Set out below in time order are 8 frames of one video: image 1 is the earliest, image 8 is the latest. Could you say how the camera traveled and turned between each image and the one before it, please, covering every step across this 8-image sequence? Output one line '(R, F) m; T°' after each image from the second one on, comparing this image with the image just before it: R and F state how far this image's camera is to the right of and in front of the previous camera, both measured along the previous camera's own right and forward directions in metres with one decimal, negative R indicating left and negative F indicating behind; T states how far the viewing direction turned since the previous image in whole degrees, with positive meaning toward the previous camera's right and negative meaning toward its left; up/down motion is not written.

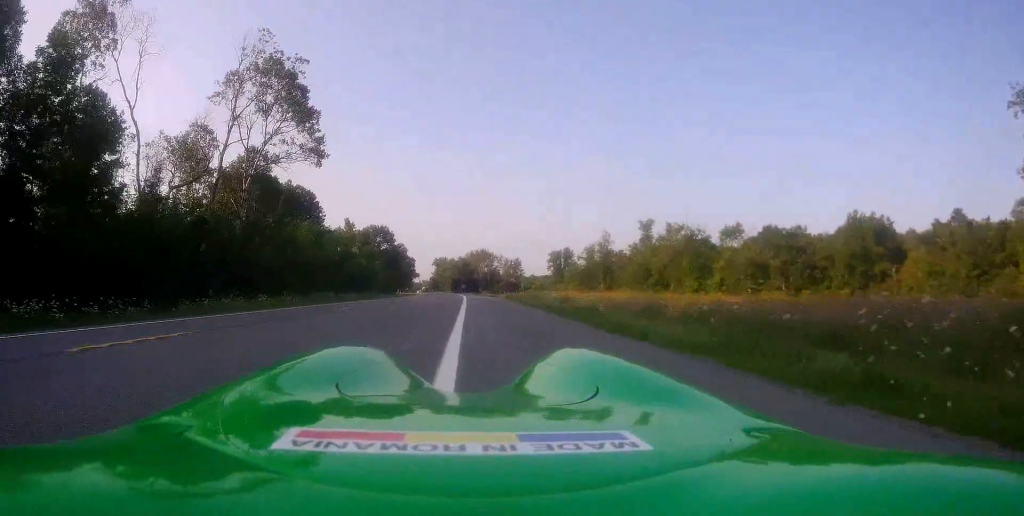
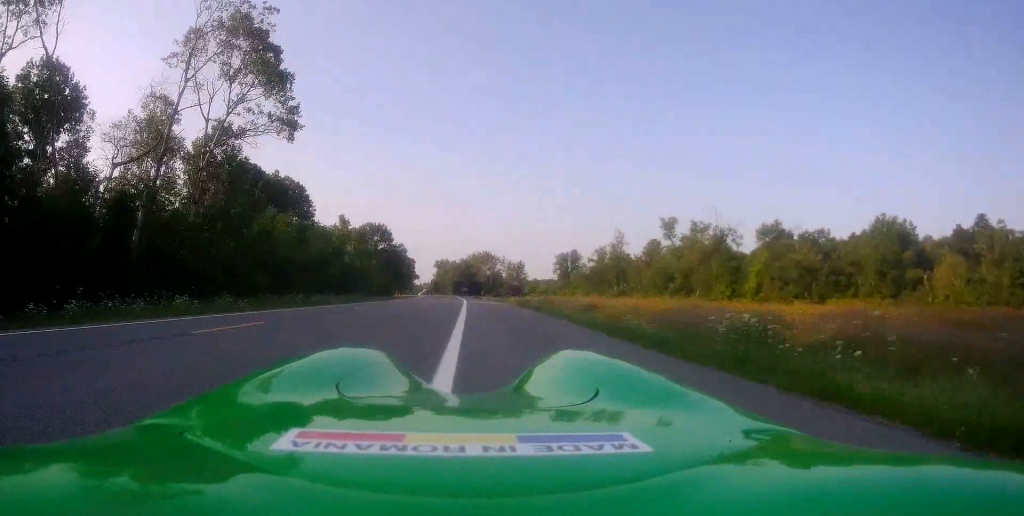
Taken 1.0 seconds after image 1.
(0.0, +9.1) m; 0°
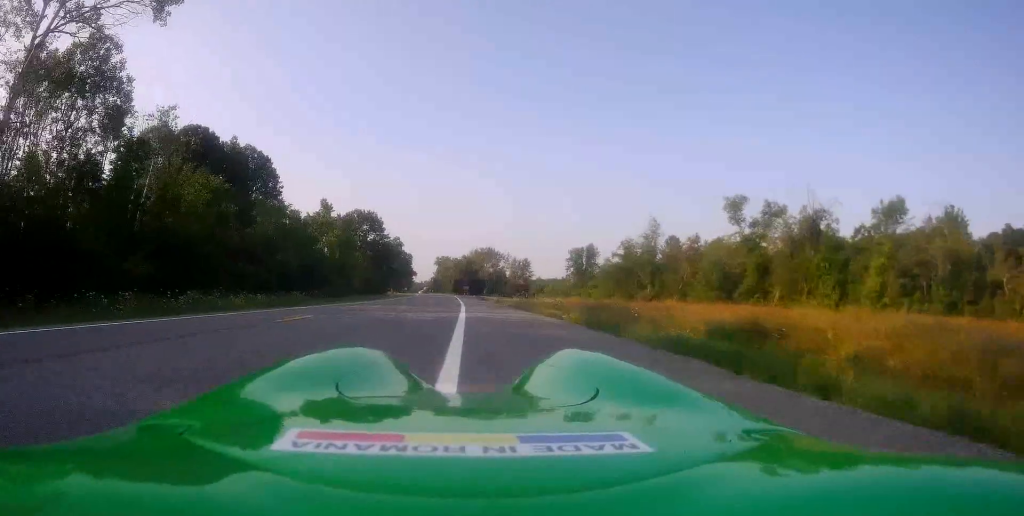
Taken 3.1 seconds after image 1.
(+0.1, +20.4) m; -2°
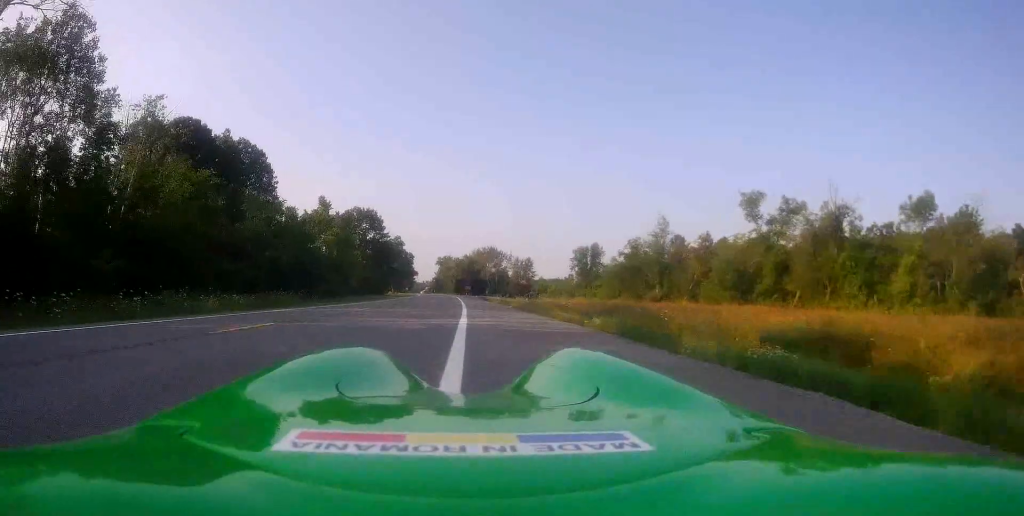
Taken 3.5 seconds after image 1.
(-0.1, +3.4) m; -1°
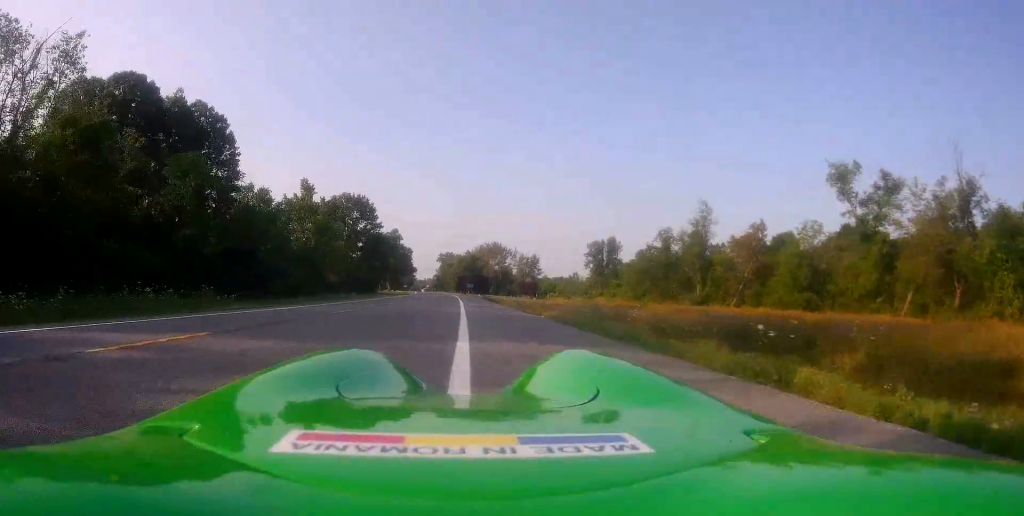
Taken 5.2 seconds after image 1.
(-0.5, +15.2) m; +1°
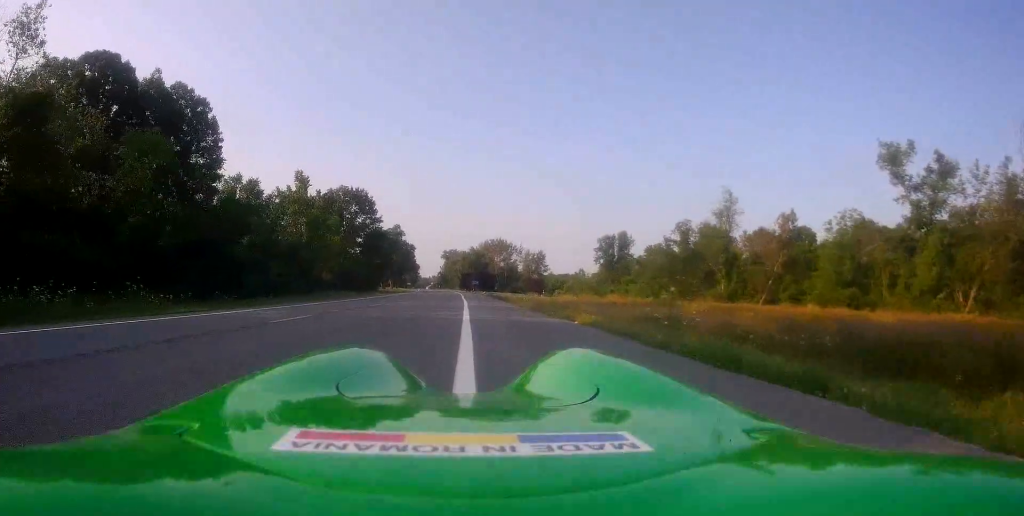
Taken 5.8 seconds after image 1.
(+0.3, +6.1) m; 0°
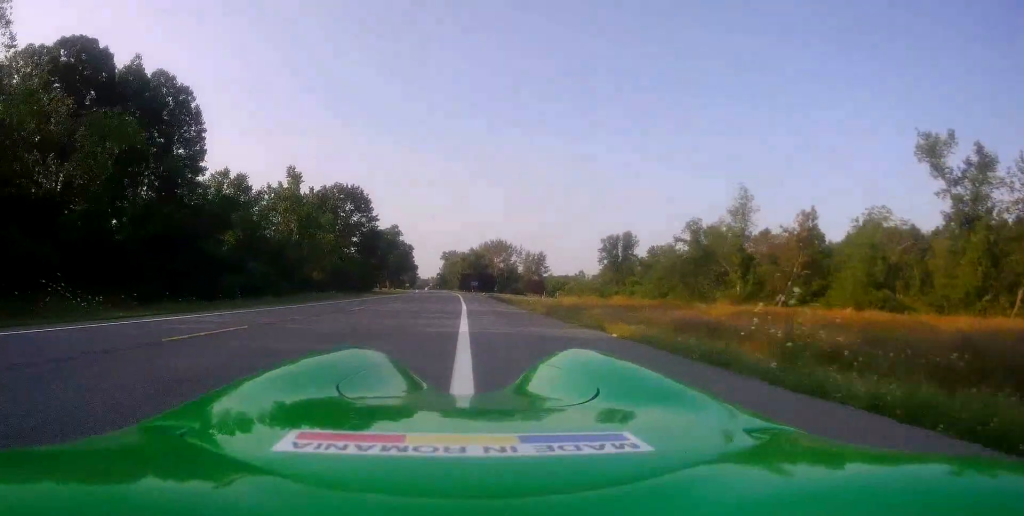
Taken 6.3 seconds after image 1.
(+0.1, +4.2) m; 0°
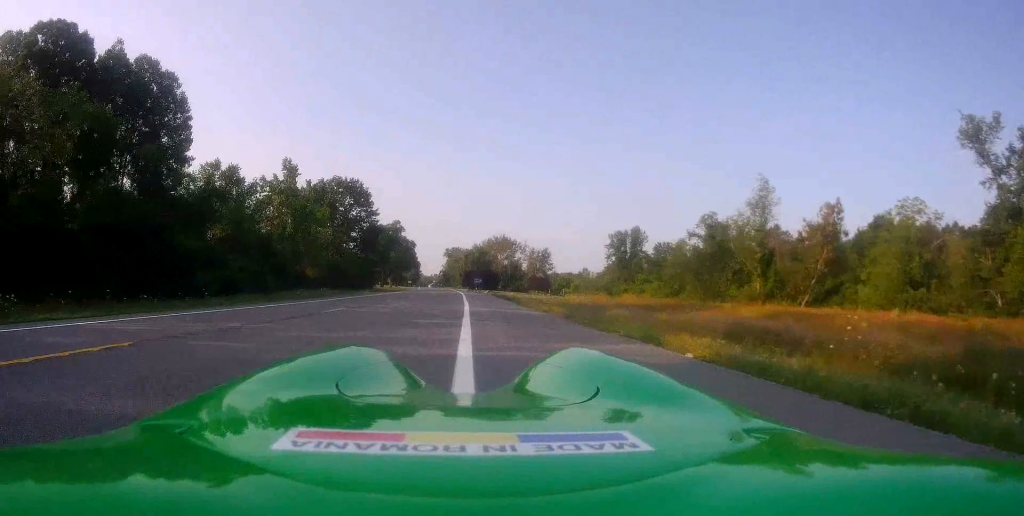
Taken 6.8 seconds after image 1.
(-0.2, +4.2) m; 0°
